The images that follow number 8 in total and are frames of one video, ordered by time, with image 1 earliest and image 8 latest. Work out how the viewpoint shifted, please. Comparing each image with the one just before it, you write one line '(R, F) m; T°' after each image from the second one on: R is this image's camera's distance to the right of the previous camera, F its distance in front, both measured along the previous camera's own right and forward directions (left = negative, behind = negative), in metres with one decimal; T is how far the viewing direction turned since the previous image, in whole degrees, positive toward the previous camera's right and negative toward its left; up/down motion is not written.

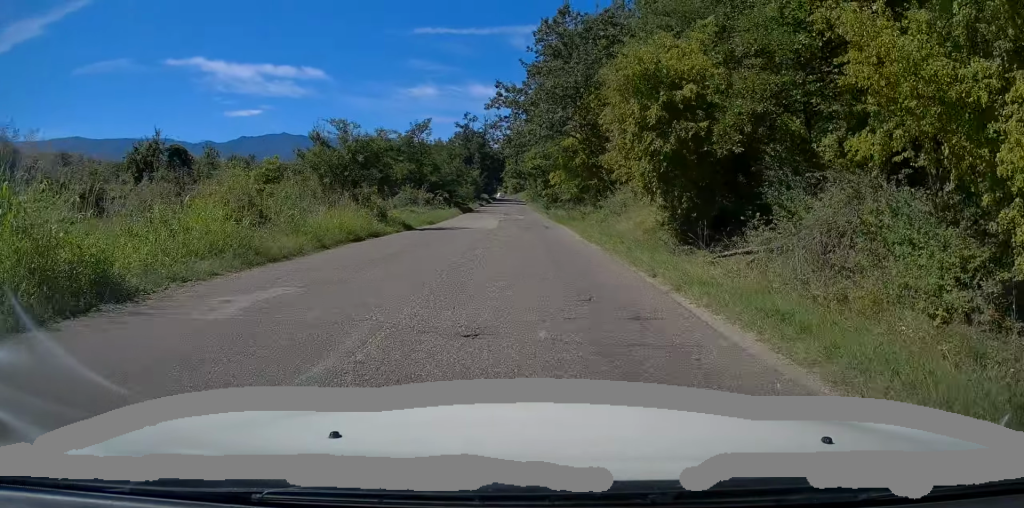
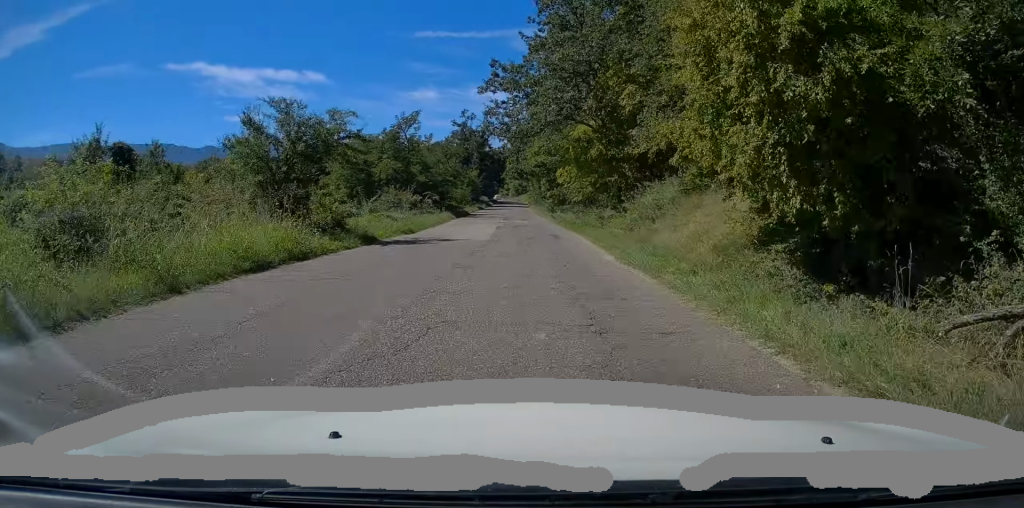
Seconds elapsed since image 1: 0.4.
(0.0, +7.0) m; 0°
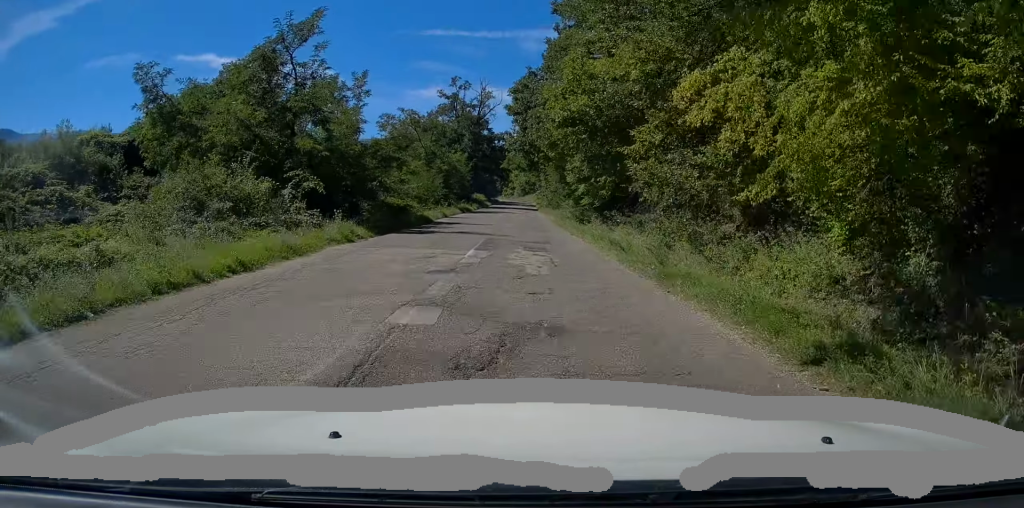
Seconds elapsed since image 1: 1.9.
(-0.1, +26.8) m; -1°
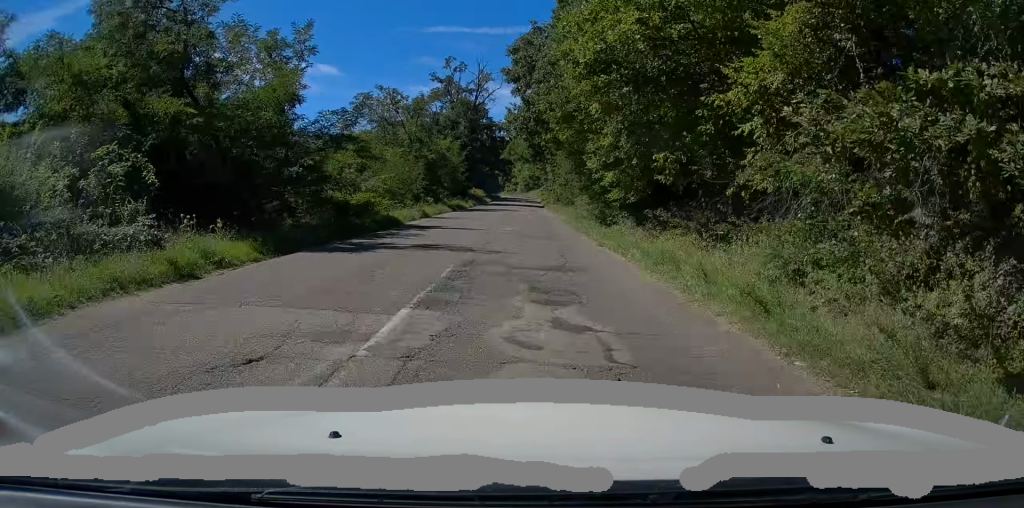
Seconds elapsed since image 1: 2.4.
(0.0, +8.7) m; 0°
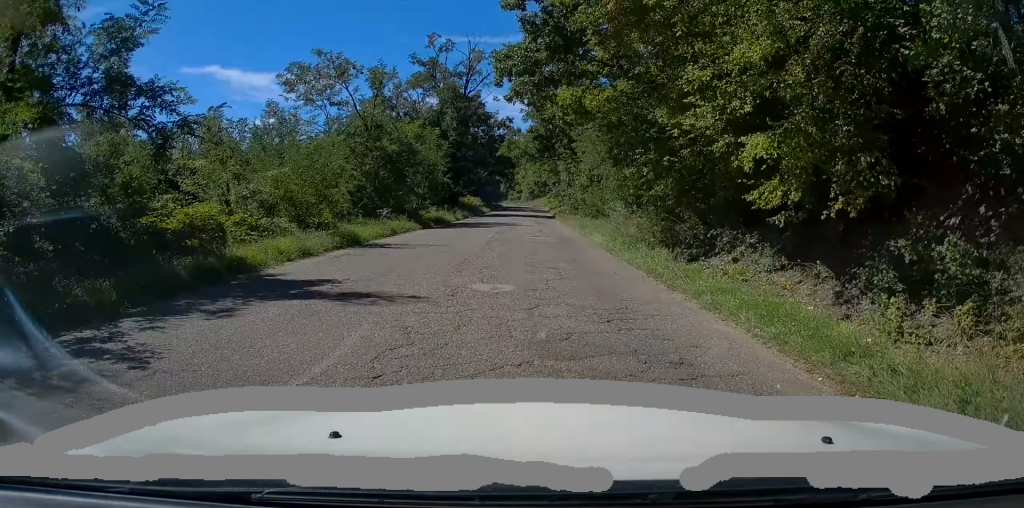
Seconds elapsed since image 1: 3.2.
(-0.2, +13.4) m; -1°
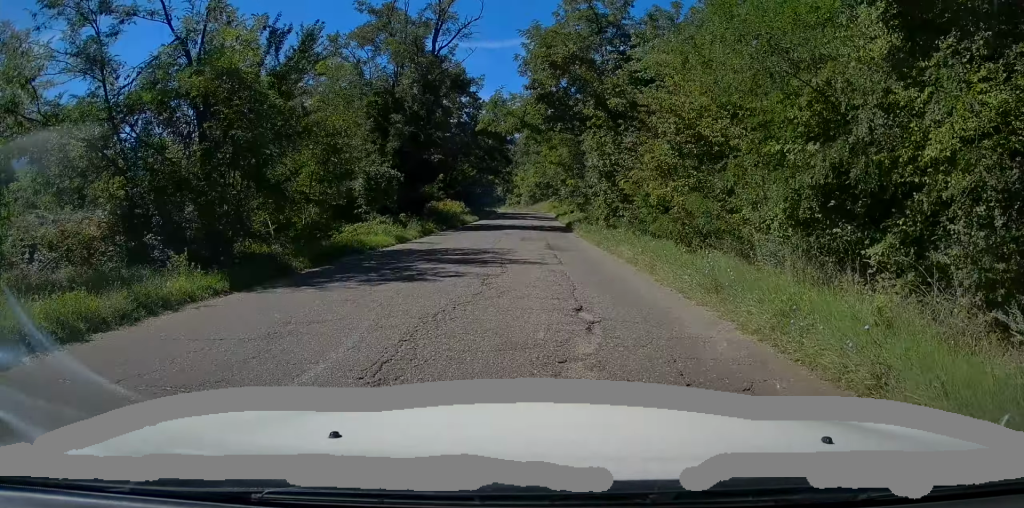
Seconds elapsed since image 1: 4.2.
(0.0, +17.4) m; +1°
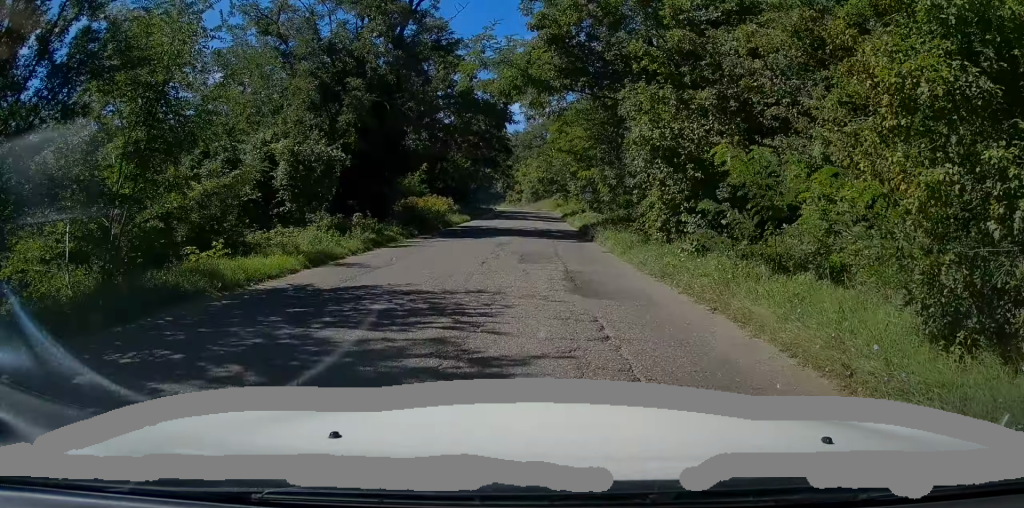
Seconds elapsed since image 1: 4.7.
(+0.2, +8.7) m; +1°
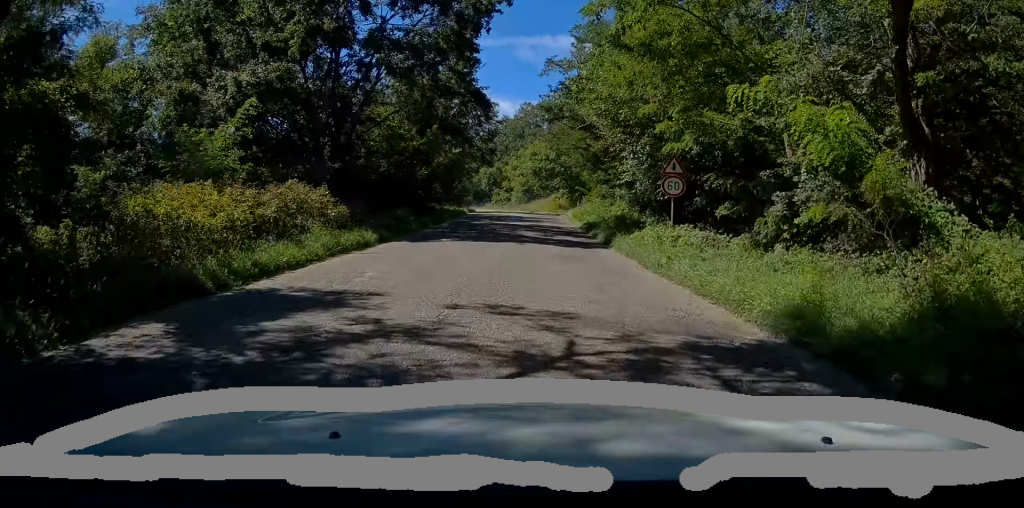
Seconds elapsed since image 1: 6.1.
(+0.2, +24.5) m; 0°
